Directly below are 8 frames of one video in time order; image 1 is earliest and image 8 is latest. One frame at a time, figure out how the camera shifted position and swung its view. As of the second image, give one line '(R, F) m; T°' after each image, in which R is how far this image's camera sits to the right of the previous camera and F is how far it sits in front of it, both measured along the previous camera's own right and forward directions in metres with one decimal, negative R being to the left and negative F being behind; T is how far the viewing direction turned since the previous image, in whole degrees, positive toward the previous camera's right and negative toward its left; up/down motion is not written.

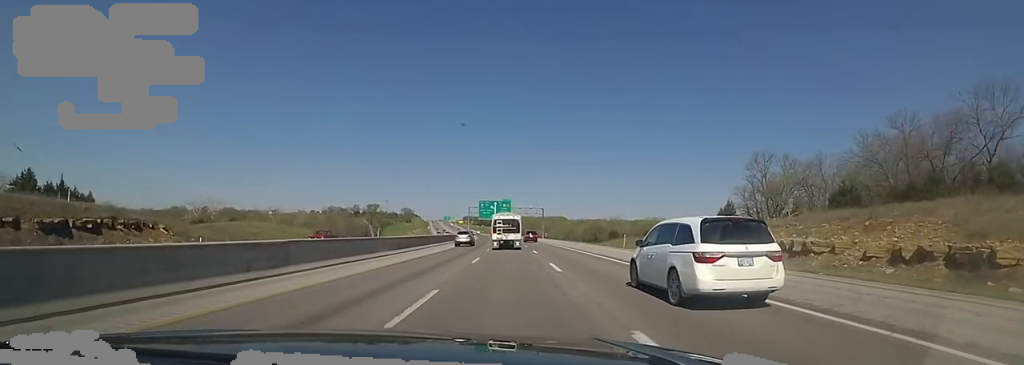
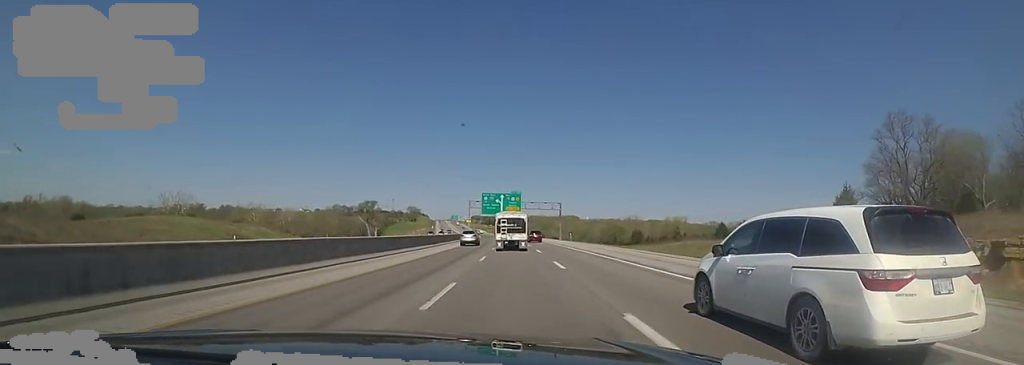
(0.0, +29.0) m; 0°
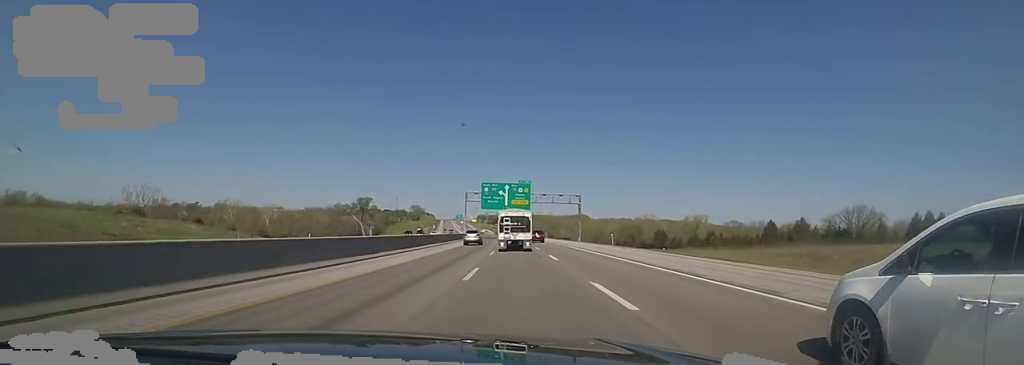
(+0.1, +25.3) m; -1°
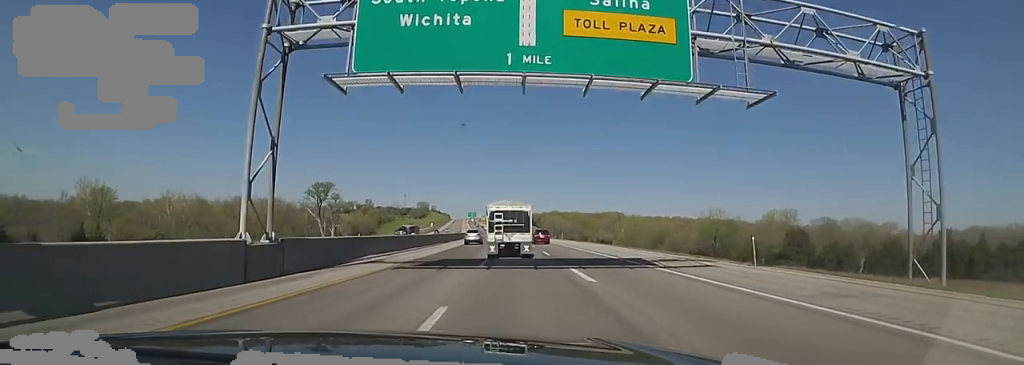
(-1.5, +85.9) m; -2°
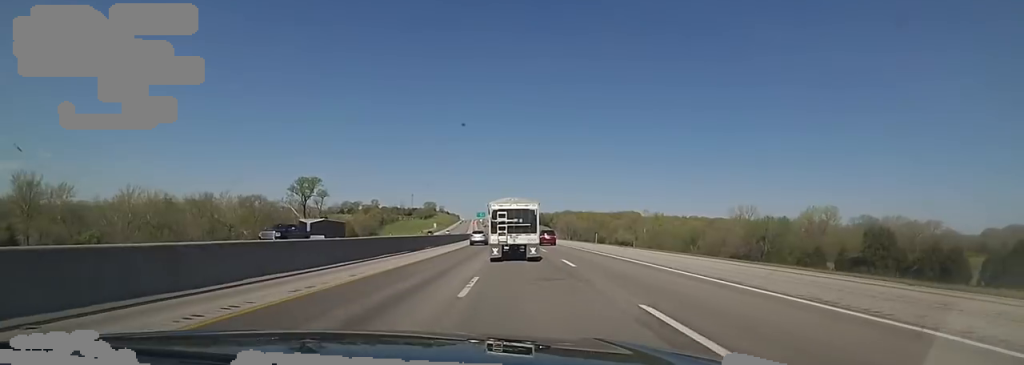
(-0.7, +24.4) m; -3°
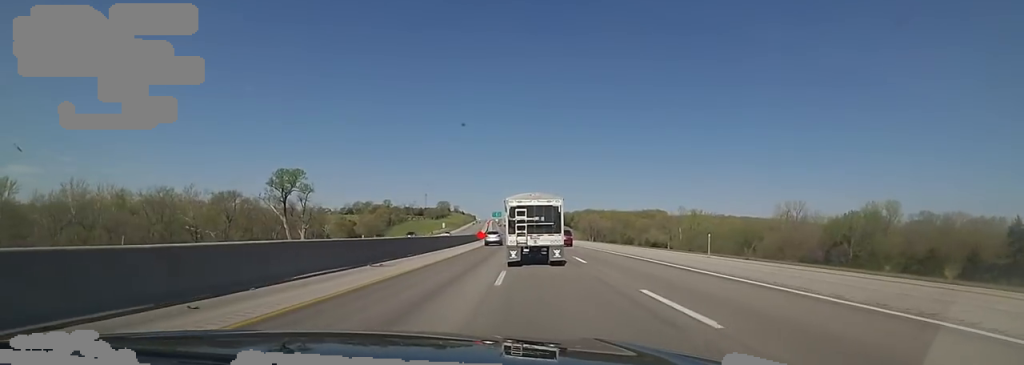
(-0.9, +28.2) m; -3°
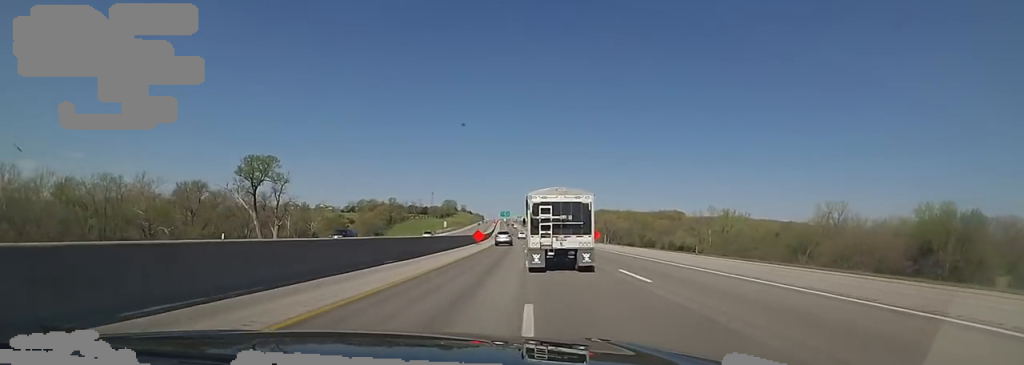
(-0.7, +24.7) m; -2°
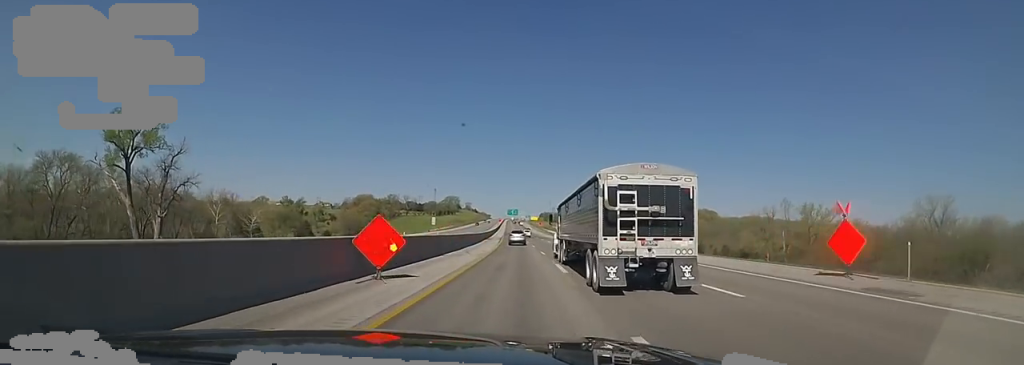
(-0.2, +49.3) m; 0°
